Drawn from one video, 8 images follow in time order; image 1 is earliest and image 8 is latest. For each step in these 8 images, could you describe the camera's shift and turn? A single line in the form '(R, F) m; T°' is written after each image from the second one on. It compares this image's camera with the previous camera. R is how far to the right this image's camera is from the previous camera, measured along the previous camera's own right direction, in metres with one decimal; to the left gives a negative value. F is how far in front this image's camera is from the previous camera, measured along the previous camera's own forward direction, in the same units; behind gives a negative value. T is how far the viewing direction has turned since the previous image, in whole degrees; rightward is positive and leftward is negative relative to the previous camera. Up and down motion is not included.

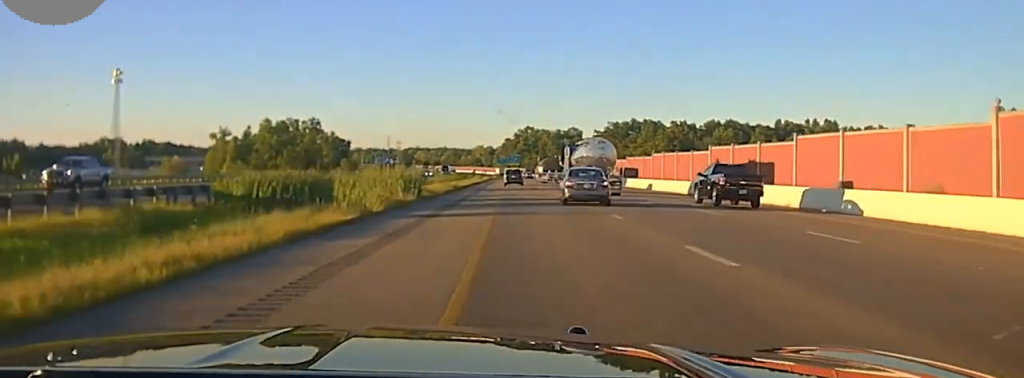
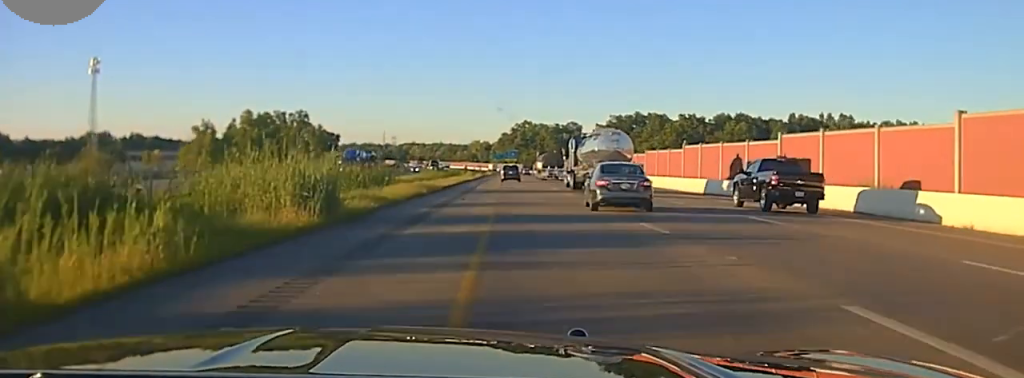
(+0.1, +20.6) m; 0°
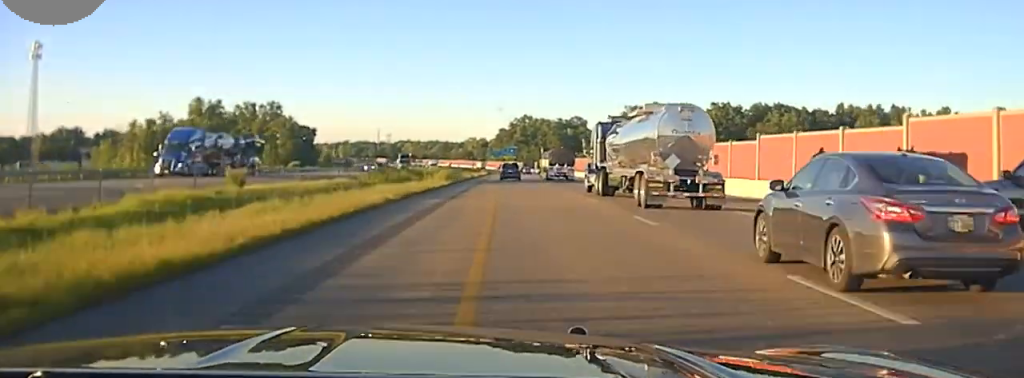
(0.0, +46.5) m; 0°
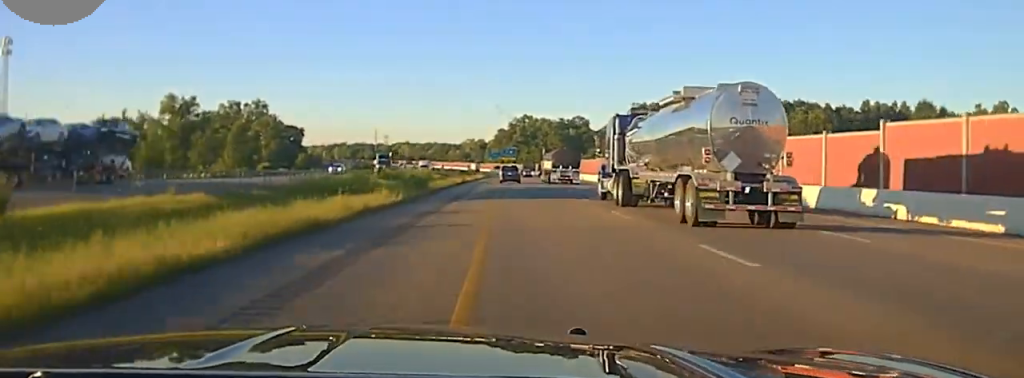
(0.0, +19.7) m; 0°
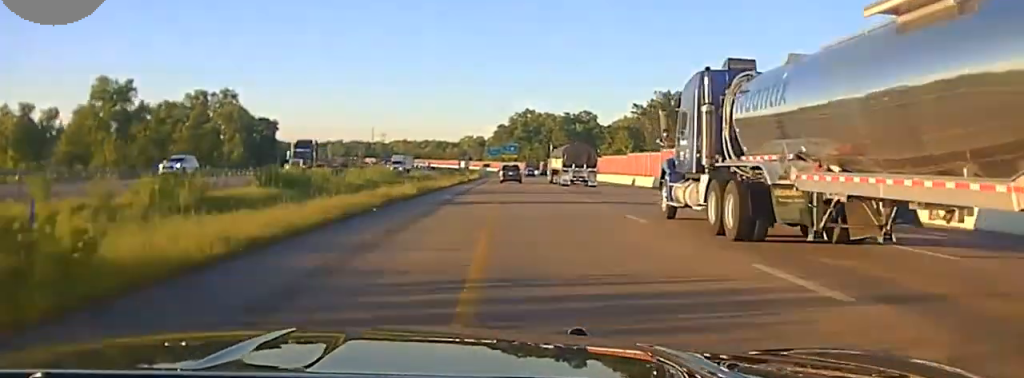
(+0.4, +39.8) m; 0°
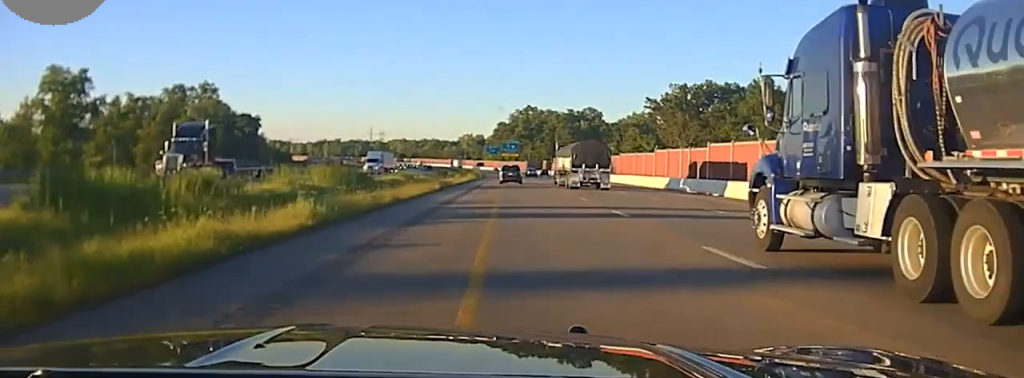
(-0.2, +23.0) m; 0°
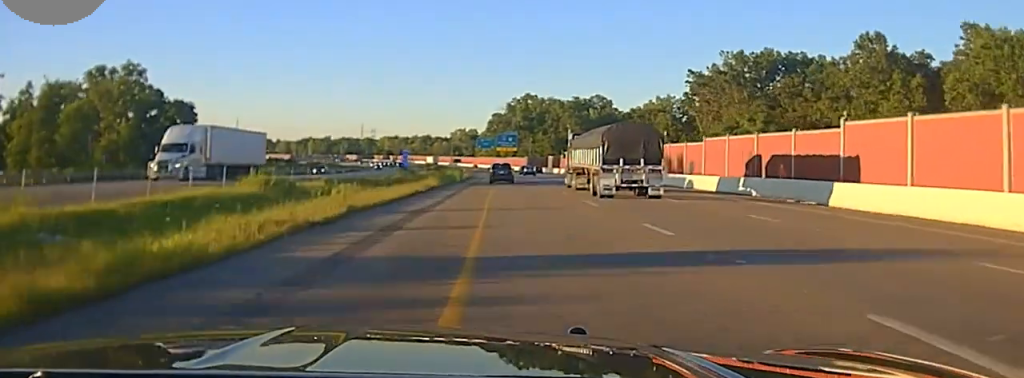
(+0.3, +53.9) m; 0°
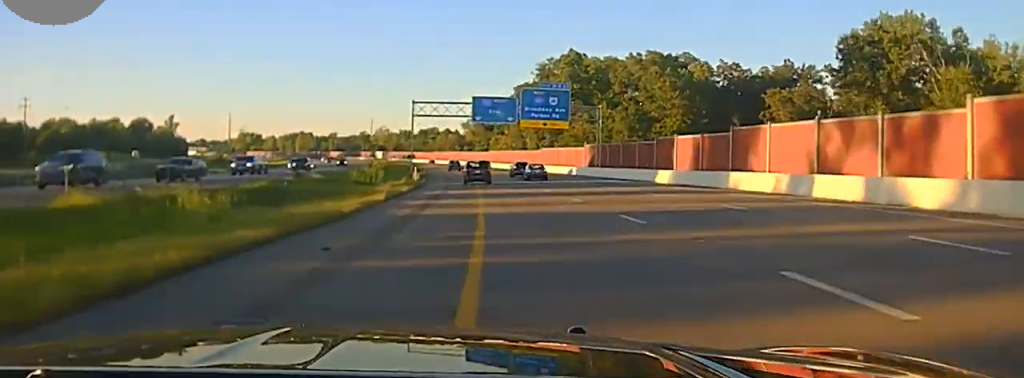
(-1.7, +143.6) m; -3°
